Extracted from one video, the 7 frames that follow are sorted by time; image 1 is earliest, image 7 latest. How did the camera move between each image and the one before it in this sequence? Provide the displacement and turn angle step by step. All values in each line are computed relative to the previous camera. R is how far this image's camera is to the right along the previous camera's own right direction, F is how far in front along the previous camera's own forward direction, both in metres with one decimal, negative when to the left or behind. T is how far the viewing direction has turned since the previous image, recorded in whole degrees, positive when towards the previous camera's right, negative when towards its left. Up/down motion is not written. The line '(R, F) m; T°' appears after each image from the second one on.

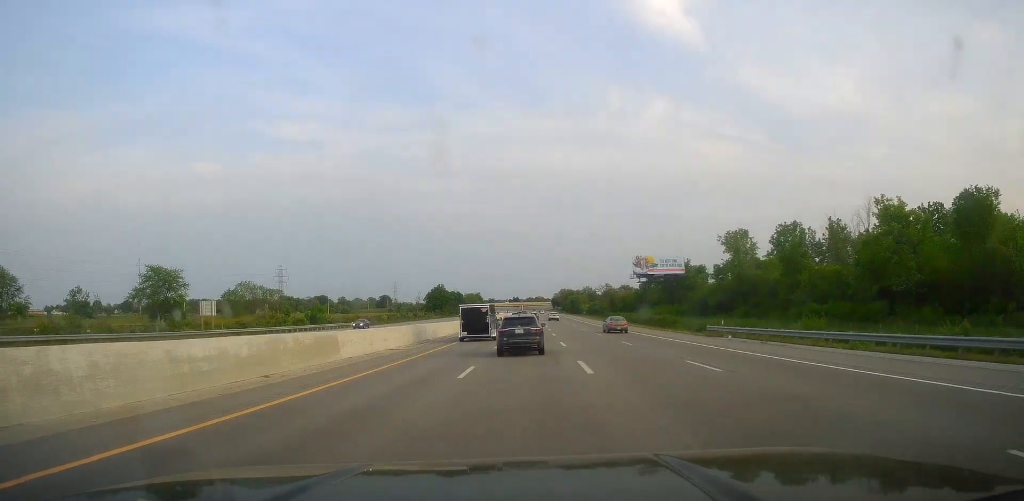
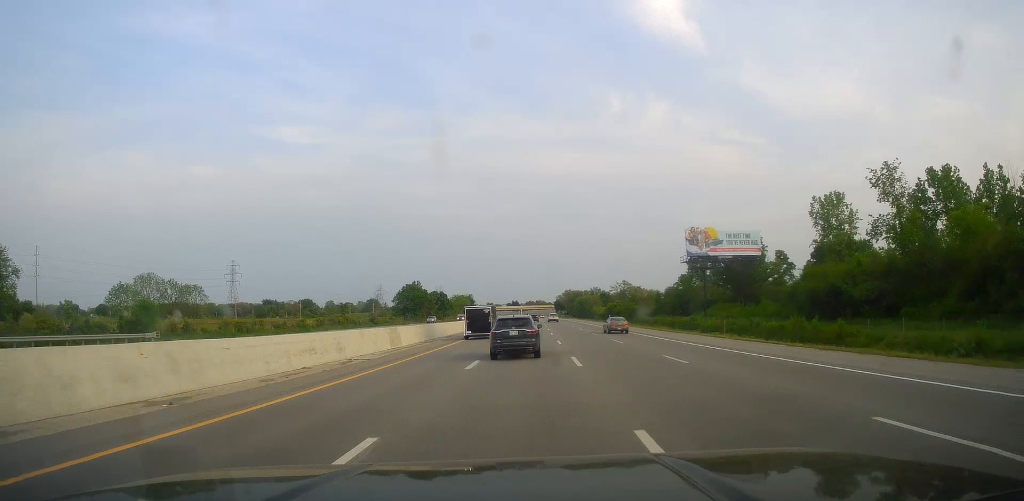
(+0.5, +58.6) m; +1°
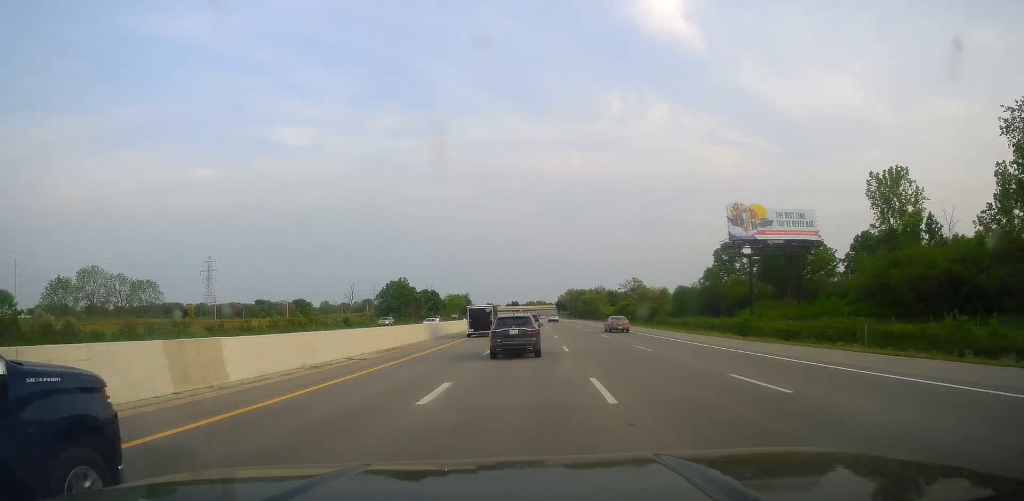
(+0.4, +23.7) m; 0°
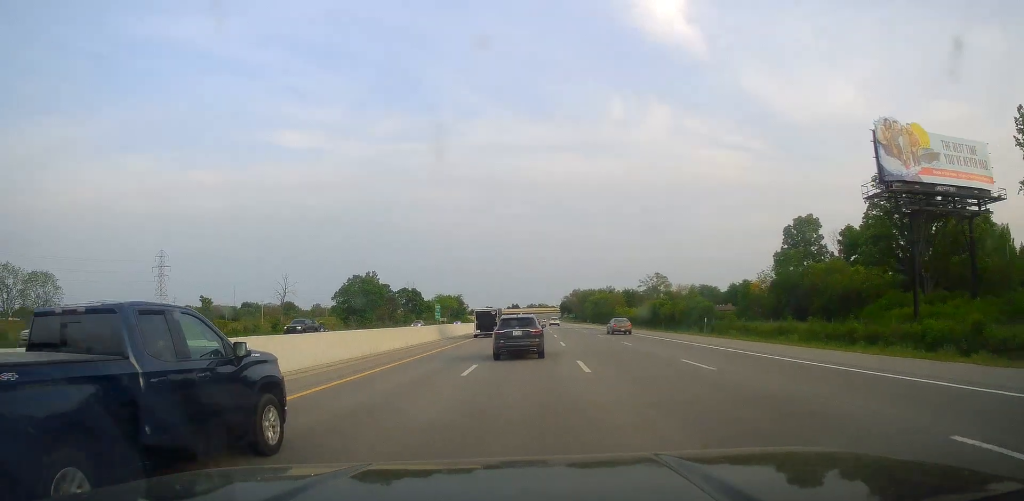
(-0.8, +39.7) m; -1°
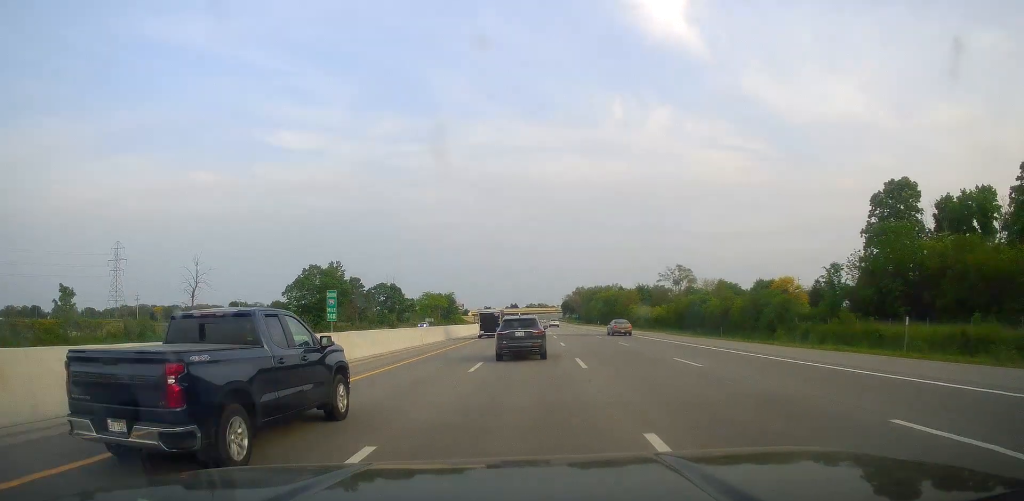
(-0.1, +29.0) m; +1°
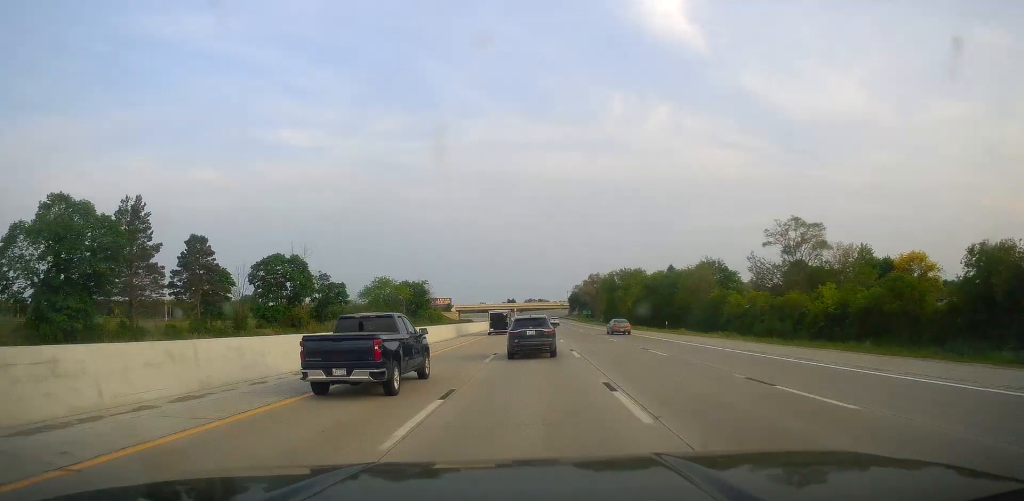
(-0.1, +71.4) m; -1°
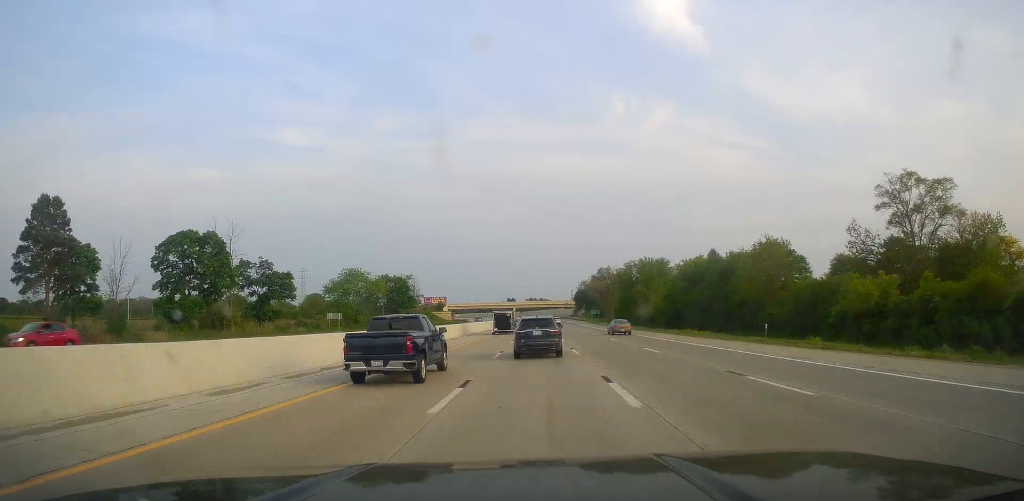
(0.0, +29.0) m; 0°
